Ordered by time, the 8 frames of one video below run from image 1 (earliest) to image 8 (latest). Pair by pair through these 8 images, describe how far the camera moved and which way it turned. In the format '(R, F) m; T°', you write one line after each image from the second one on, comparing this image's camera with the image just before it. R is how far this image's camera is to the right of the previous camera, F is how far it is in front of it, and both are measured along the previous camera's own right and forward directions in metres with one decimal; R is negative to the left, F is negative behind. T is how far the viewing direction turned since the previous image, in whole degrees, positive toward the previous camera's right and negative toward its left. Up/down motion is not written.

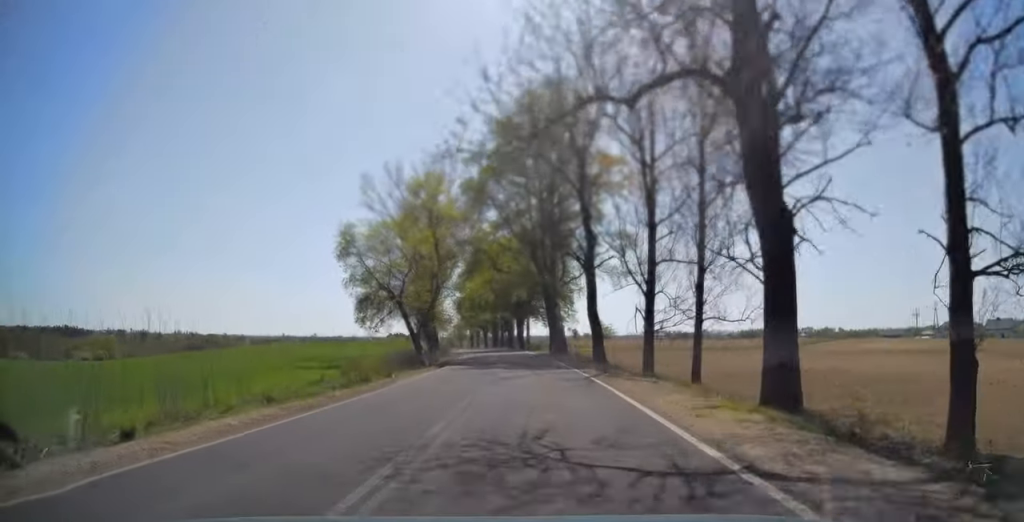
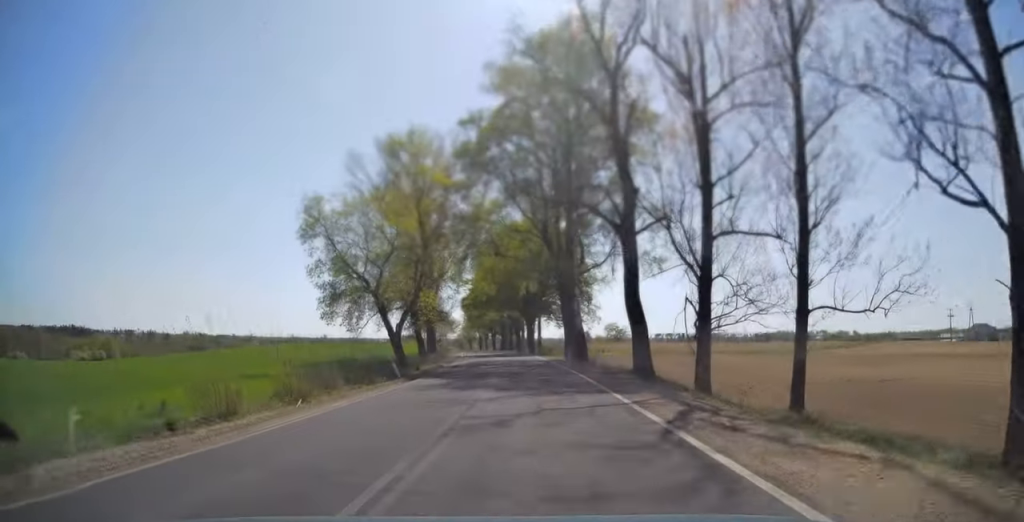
(-0.2, +11.4) m; -1°
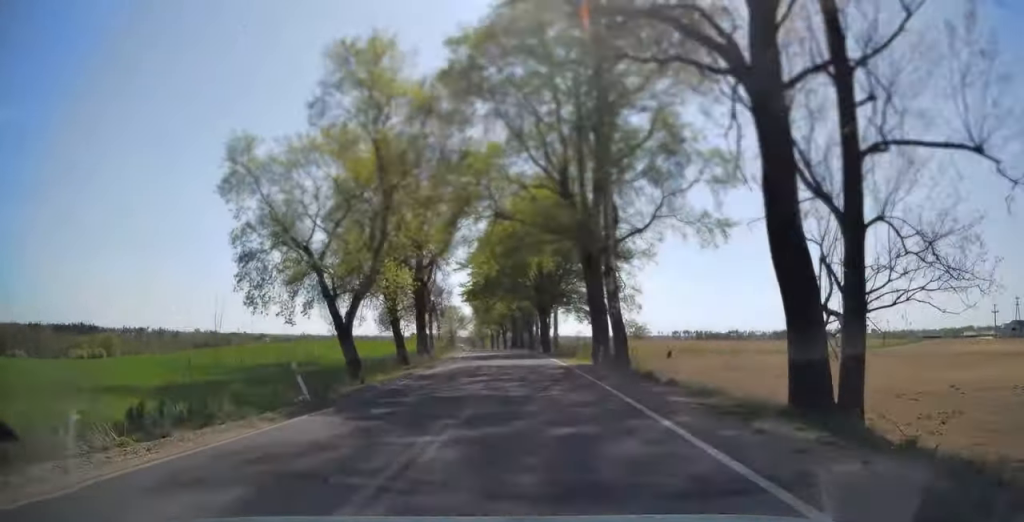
(-0.2, +13.7) m; -1°
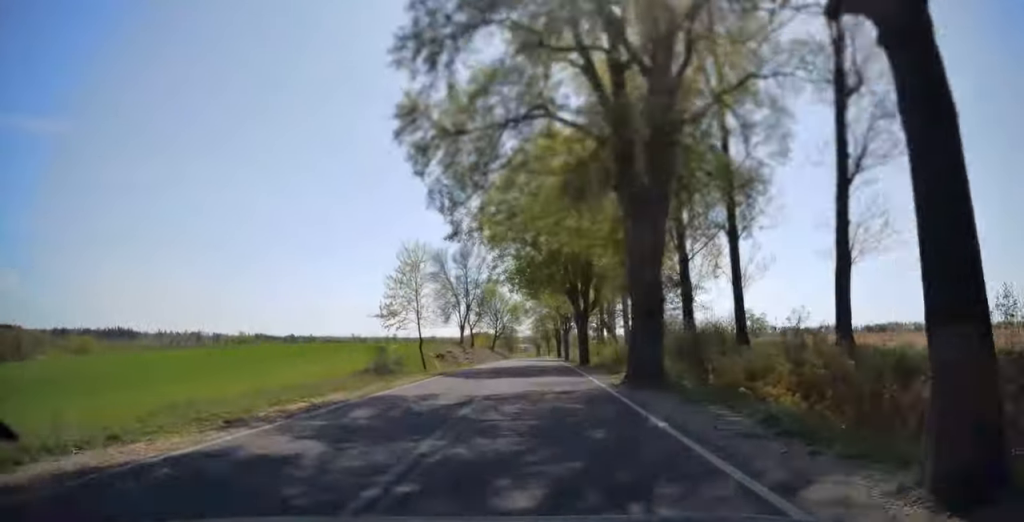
(-4.5, +79.1) m; -4°
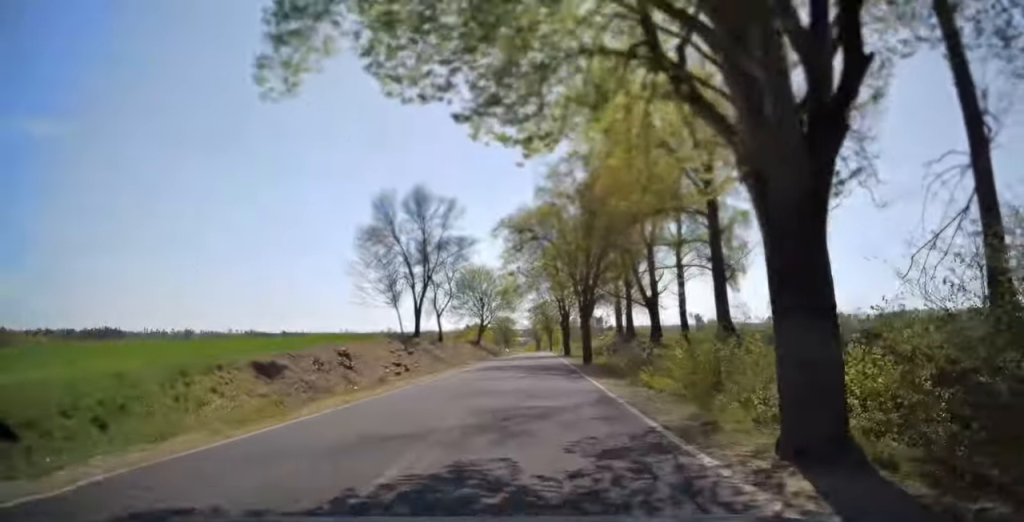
(0.0, +36.5) m; 0°
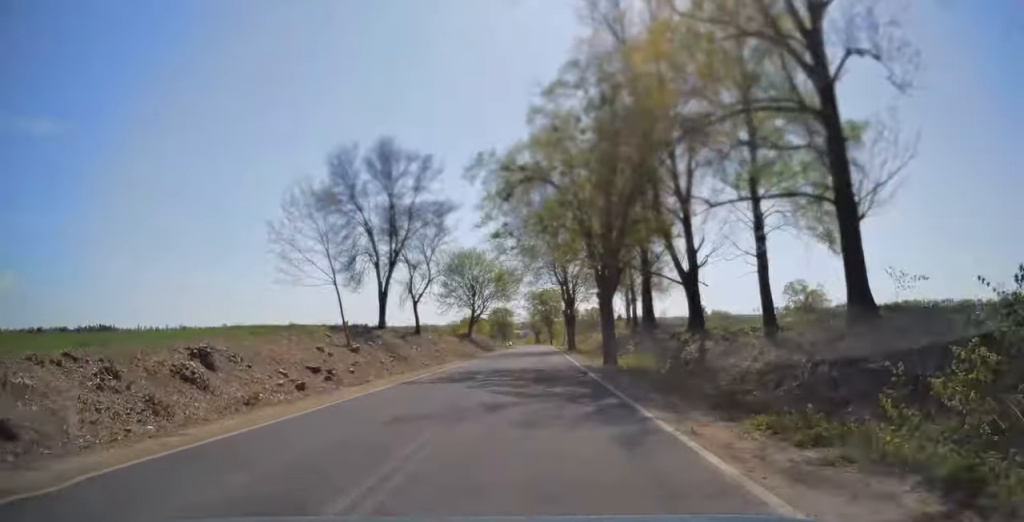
(0.0, +14.4) m; 0°
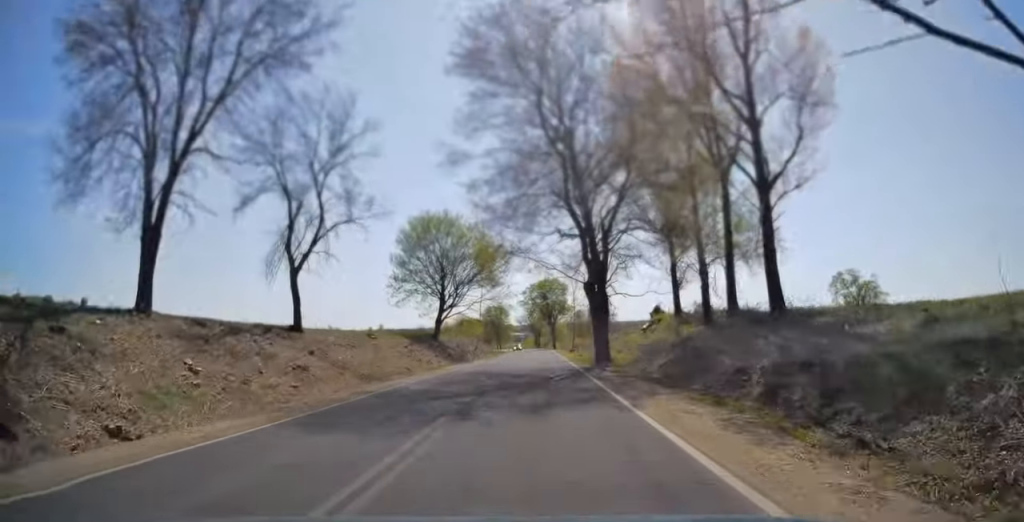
(-0.1, +32.9) m; 0°
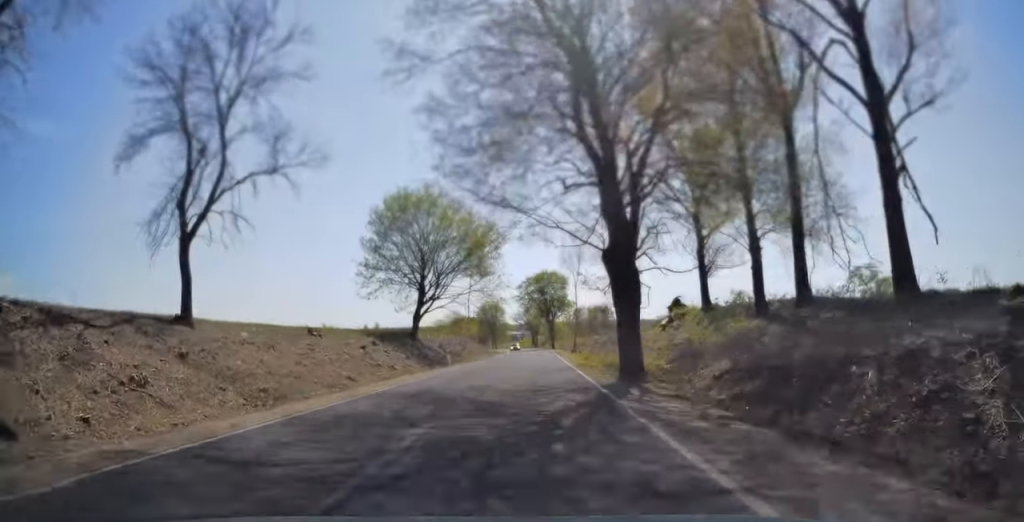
(+0.1, +11.1) m; 0°
